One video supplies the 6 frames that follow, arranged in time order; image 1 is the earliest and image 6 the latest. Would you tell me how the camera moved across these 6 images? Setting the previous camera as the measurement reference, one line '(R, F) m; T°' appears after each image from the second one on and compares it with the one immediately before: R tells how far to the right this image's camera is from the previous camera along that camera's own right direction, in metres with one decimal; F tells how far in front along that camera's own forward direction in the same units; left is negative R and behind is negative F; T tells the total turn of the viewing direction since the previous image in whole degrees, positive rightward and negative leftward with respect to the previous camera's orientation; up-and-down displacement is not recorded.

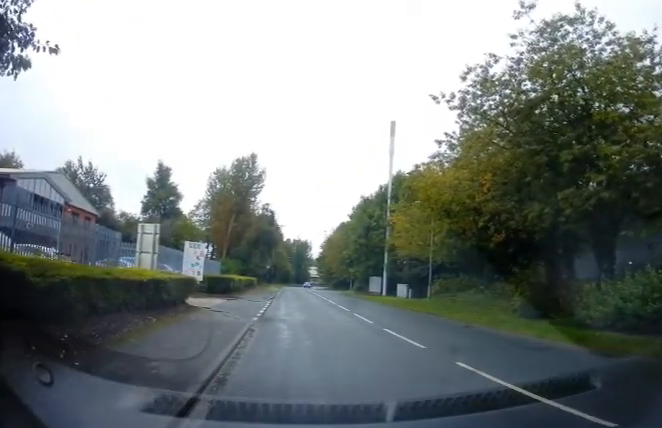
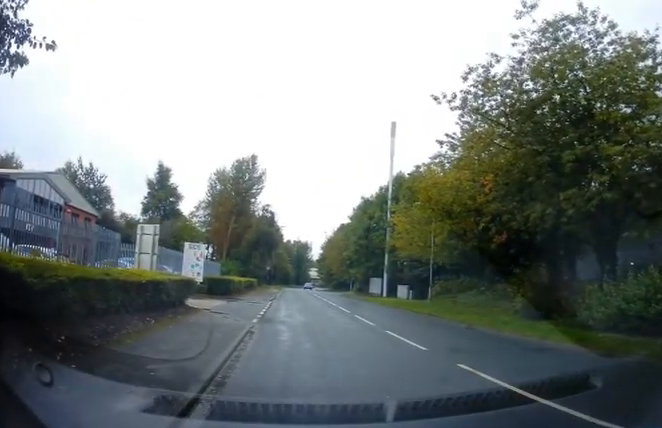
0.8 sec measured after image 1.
(0.0, +0.3) m; 0°
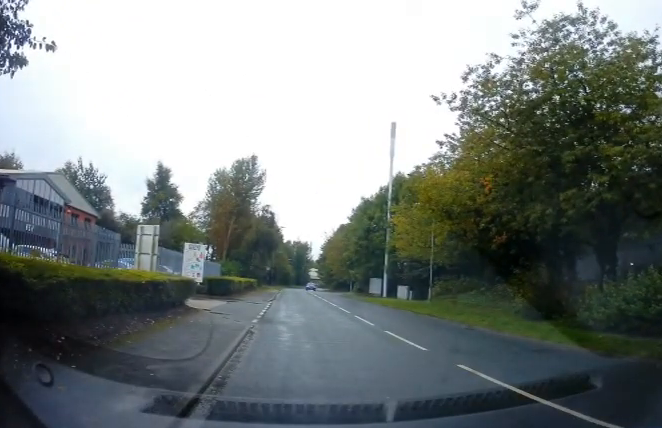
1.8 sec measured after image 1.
(0.0, 0.0) m; 0°
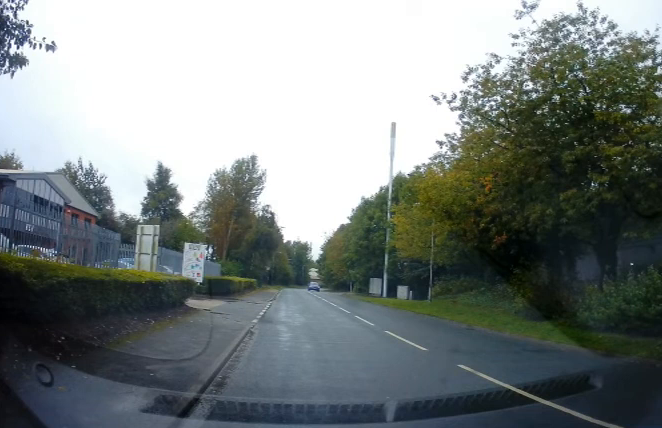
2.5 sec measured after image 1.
(0.0, 0.0) m; 0°
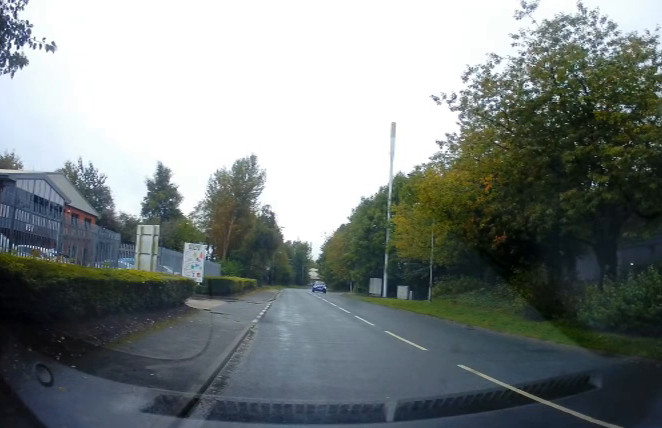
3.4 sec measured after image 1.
(0.0, 0.0) m; 0°
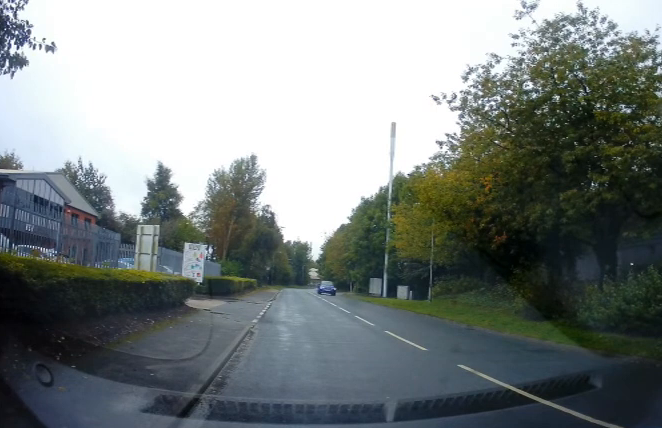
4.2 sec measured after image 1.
(0.0, 0.0) m; 0°
